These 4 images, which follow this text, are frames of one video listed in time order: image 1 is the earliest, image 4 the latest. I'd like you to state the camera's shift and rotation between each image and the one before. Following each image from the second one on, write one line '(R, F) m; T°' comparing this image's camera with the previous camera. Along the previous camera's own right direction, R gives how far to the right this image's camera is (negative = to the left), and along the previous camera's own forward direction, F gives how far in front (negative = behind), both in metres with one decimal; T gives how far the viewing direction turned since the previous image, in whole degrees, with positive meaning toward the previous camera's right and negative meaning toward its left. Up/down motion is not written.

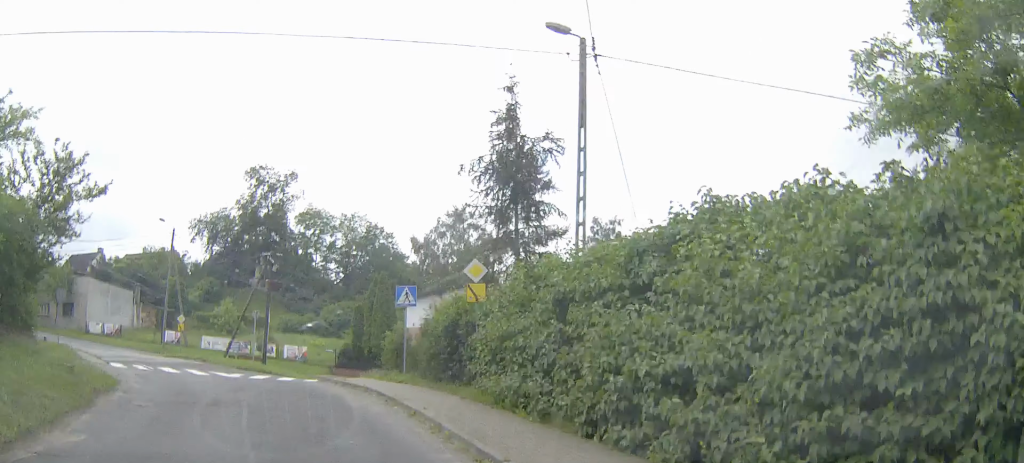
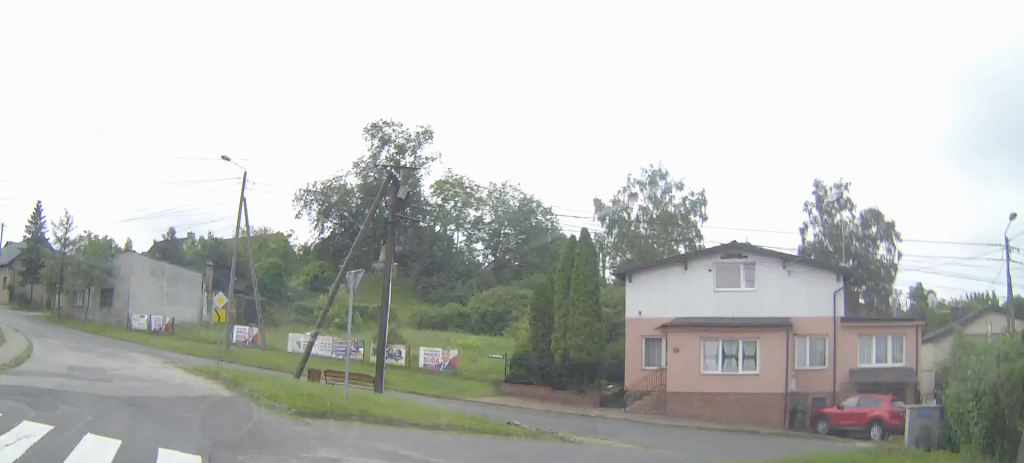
(-1.5, +21.0) m; -7°
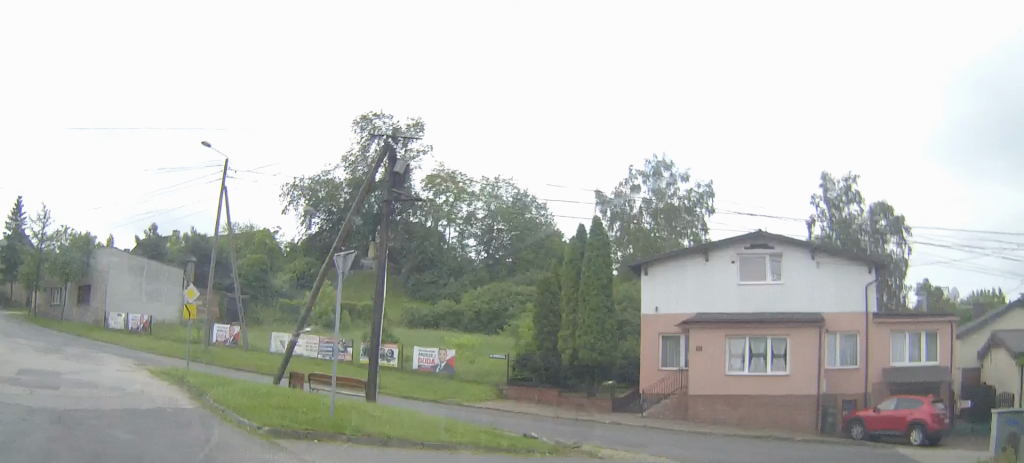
(-0.1, +3.8) m; +2°
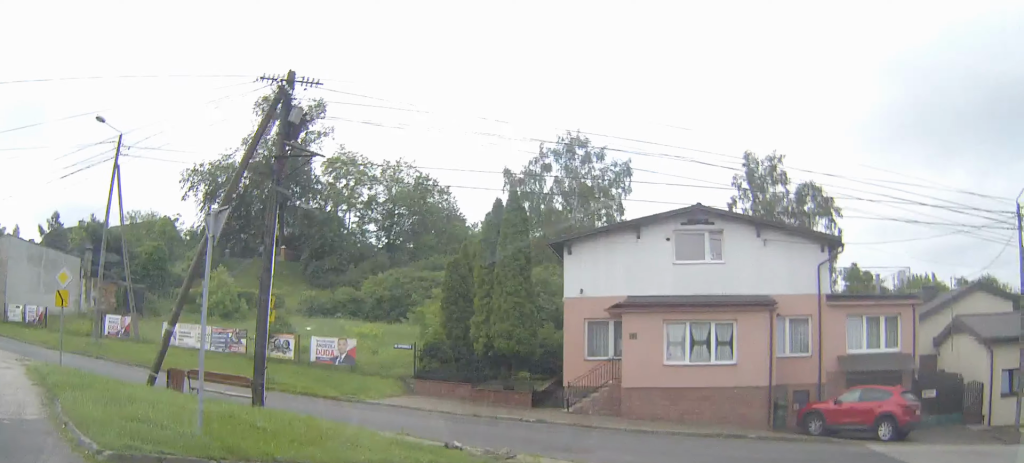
(0.0, +4.2) m; +6°
